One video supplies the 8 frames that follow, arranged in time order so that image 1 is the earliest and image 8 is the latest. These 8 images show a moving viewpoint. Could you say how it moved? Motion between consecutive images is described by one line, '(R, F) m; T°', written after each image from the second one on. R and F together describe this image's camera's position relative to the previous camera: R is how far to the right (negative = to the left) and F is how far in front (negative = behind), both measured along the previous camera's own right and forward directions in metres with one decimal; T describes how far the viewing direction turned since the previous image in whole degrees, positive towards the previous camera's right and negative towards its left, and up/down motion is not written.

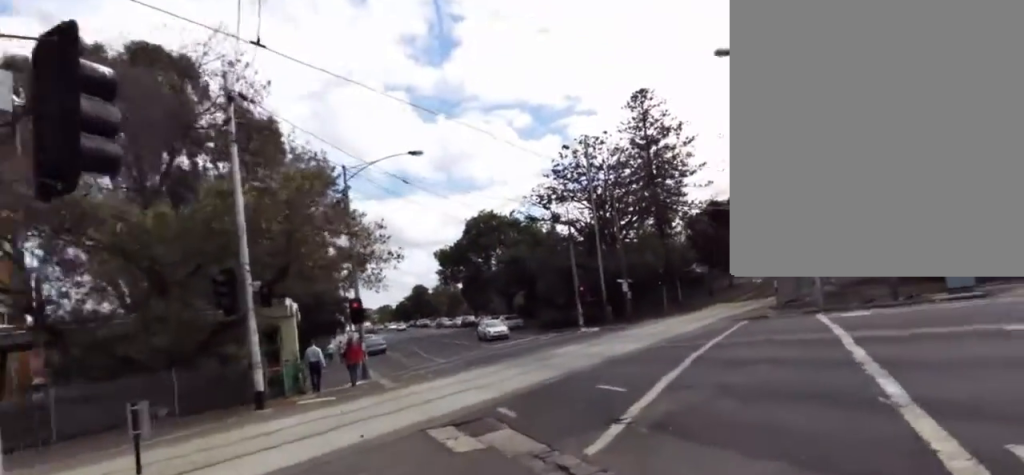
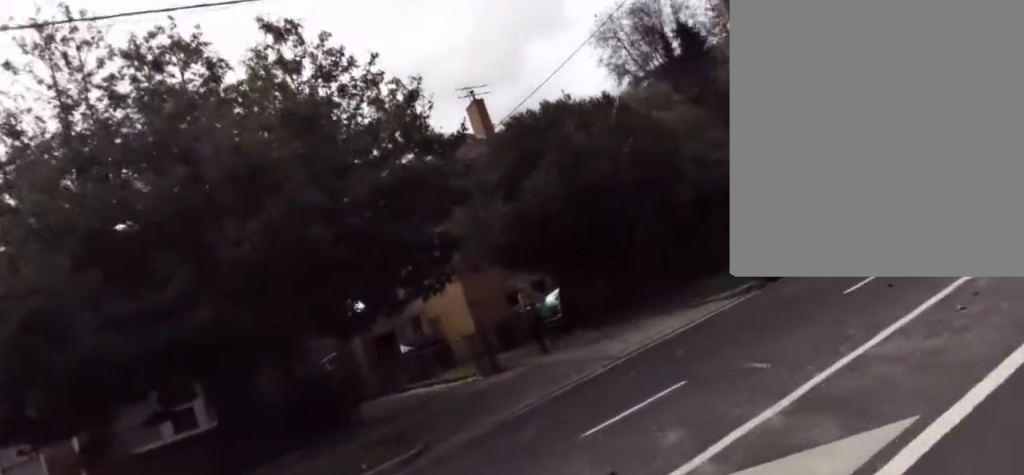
(+6.4, +8.2) m; +72°
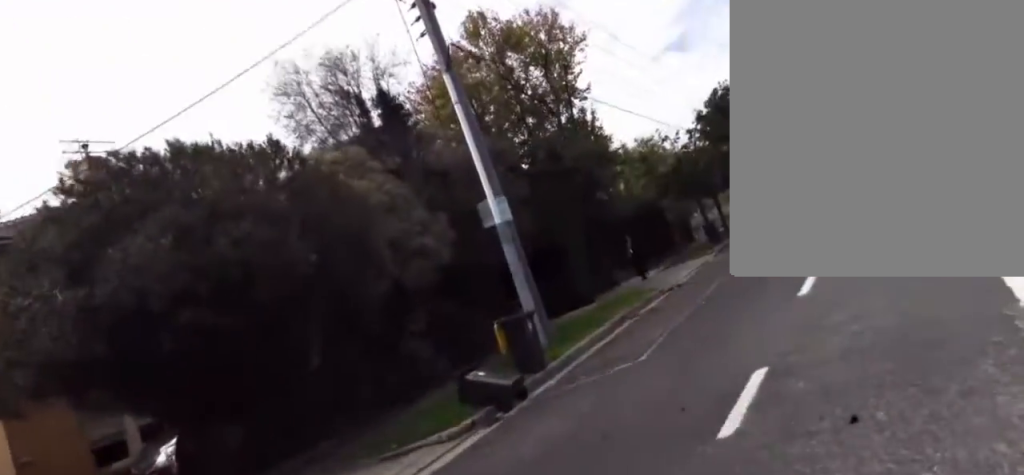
(+0.6, +3.1) m; +21°
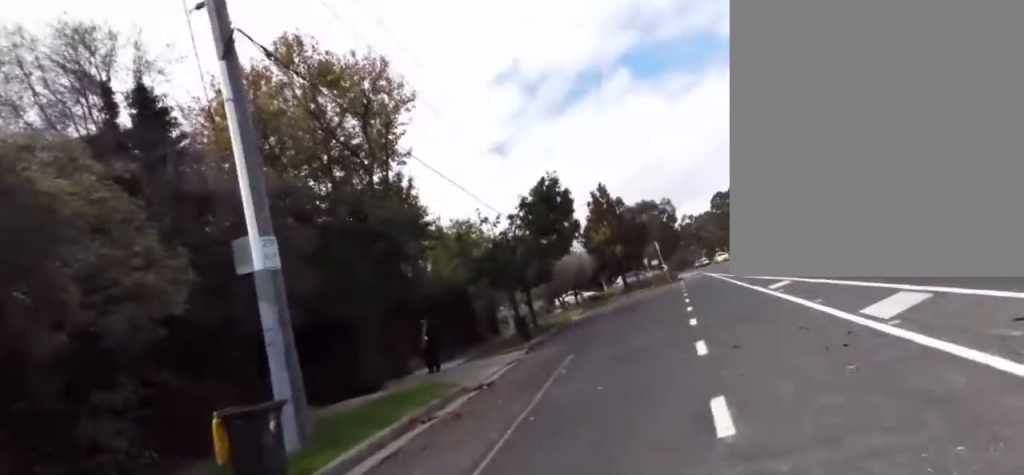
(+0.5, +2.4) m; +11°
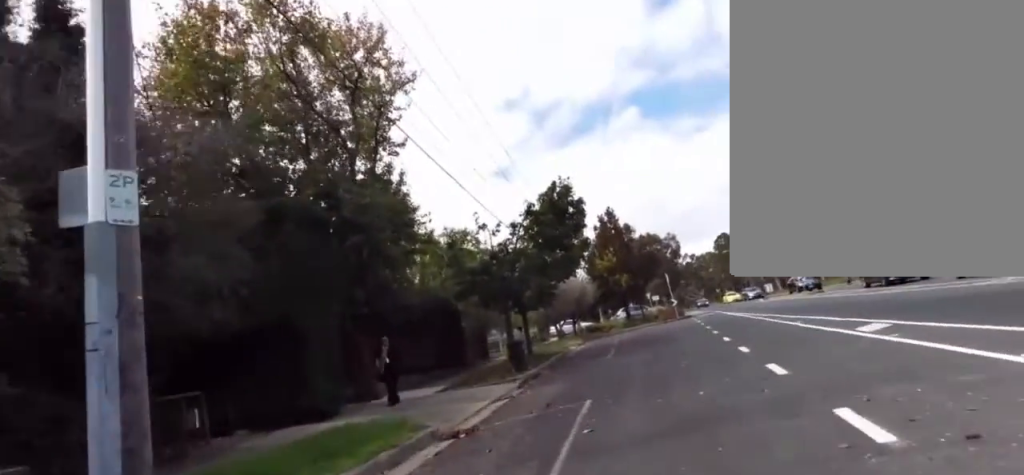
(+0.1, +3.3) m; +2°
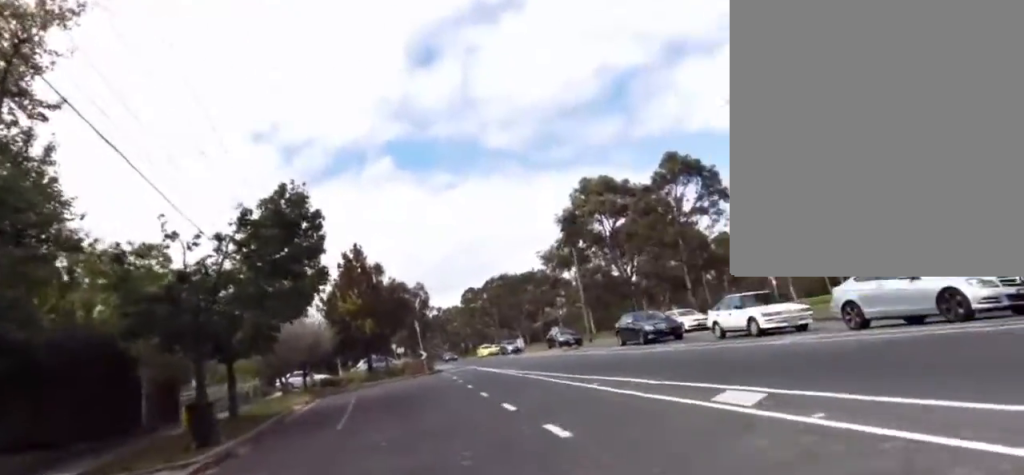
(0.0, +4.3) m; +9°
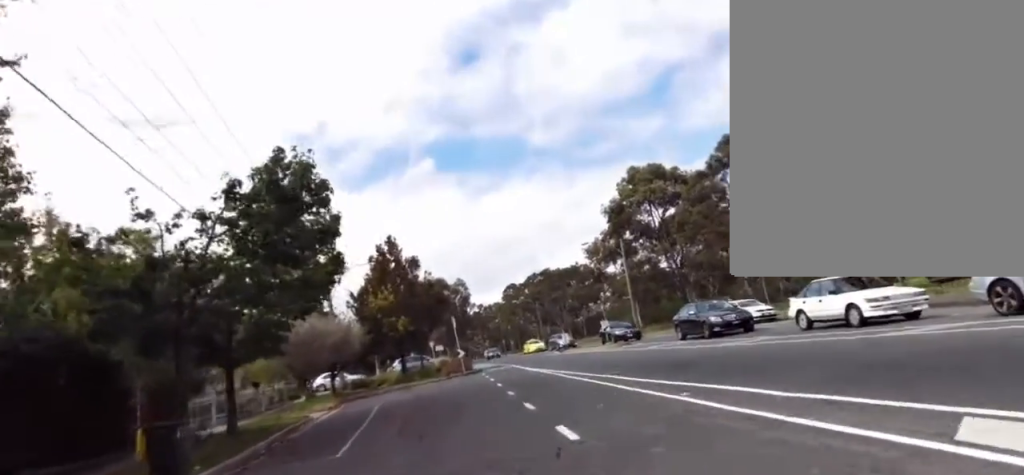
(0.0, +3.2) m; +10°
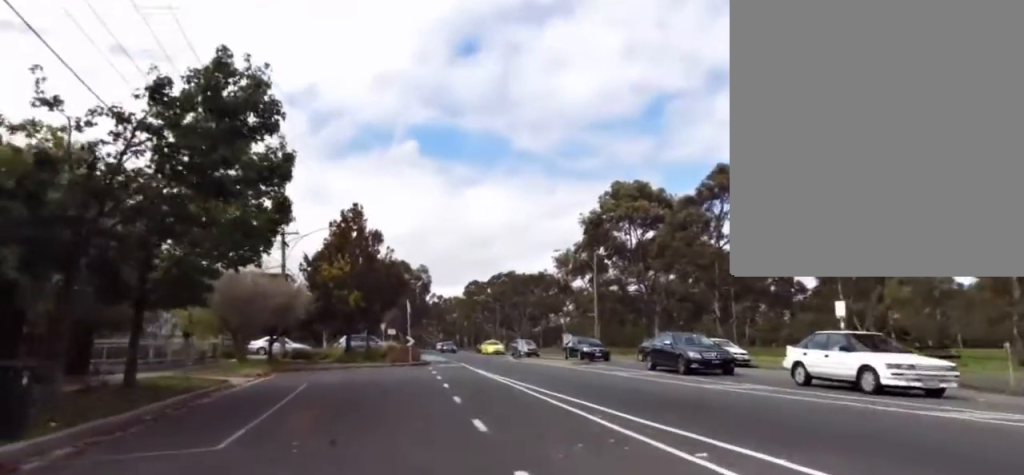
(+0.6, +2.5) m; +7°
